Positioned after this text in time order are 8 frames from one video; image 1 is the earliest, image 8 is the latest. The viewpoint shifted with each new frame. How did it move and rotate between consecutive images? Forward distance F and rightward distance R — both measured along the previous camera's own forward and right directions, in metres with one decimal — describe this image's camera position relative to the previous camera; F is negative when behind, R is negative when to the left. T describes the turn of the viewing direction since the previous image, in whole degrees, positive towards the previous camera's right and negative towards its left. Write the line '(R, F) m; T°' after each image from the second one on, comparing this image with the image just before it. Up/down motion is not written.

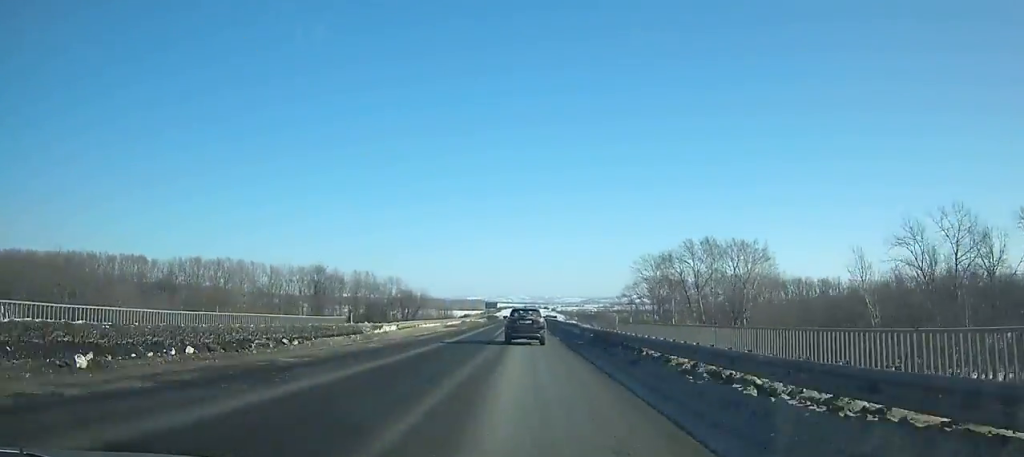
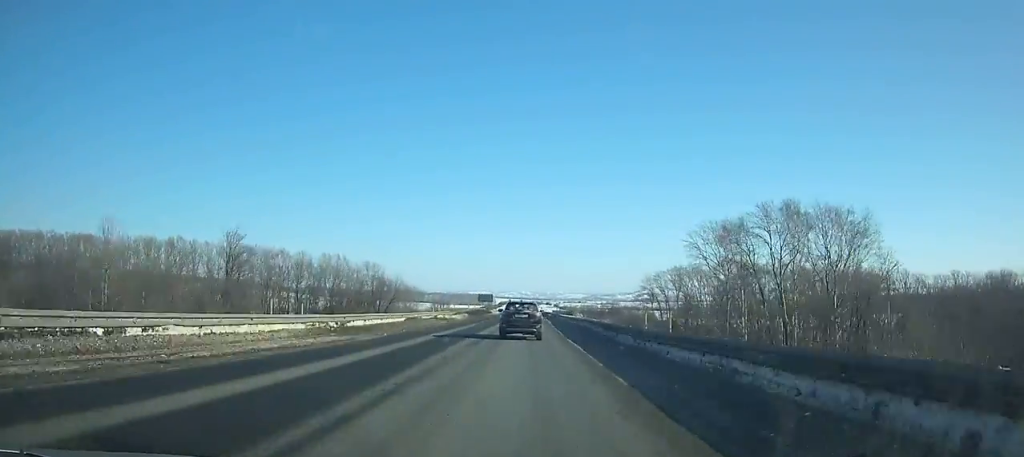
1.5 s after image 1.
(-0.1, +35.6) m; 0°
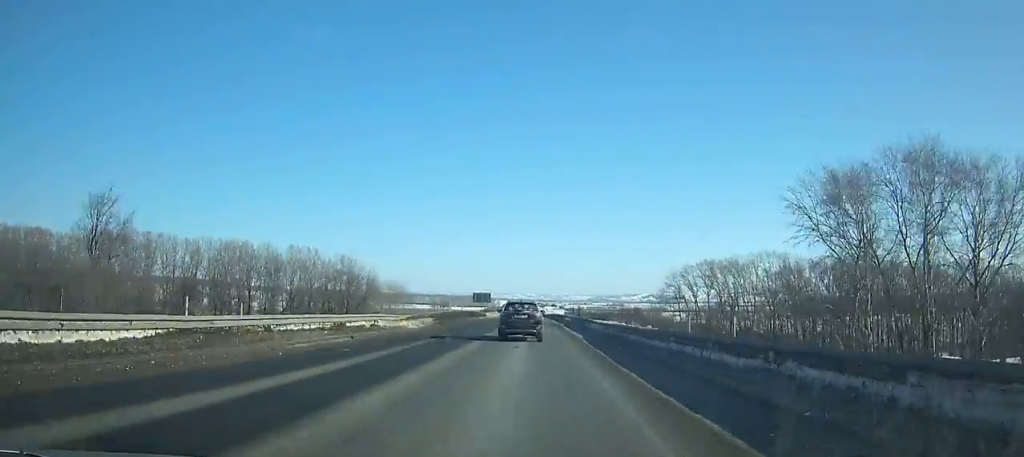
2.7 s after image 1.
(0.0, +28.2) m; 0°
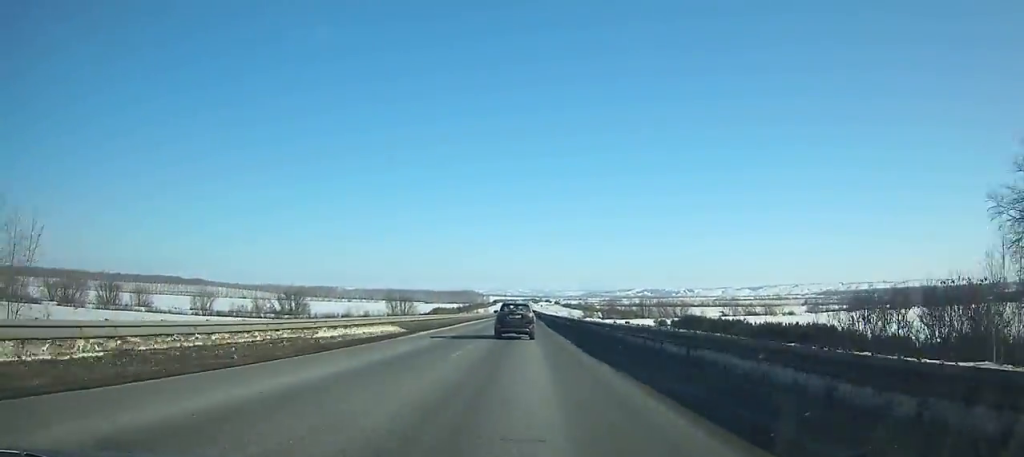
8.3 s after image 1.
(-0.1, +131.6) m; 0°
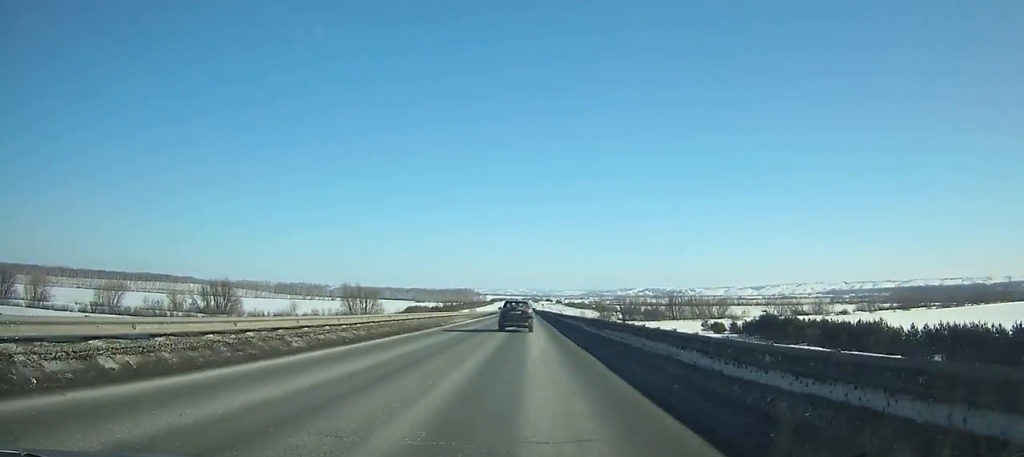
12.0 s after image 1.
(+0.2, +88.3) m; 0°
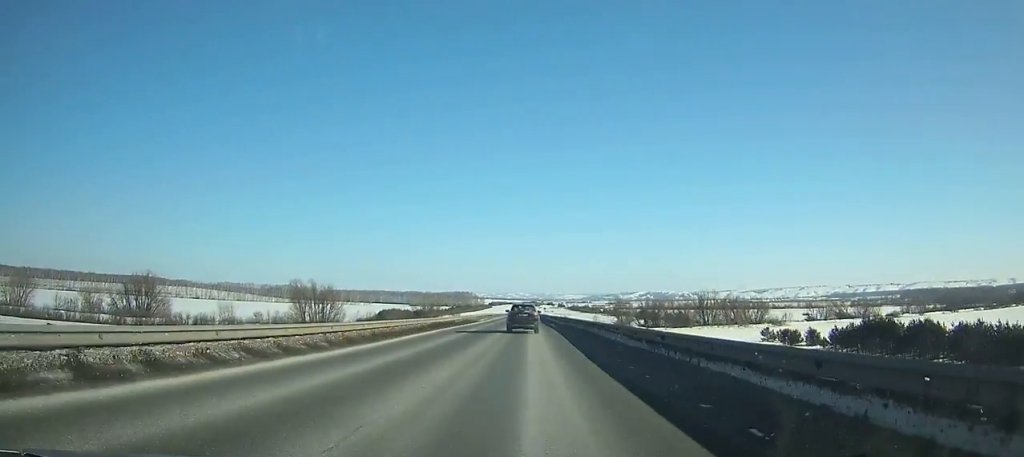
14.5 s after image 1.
(+0.1, +61.0) m; 0°
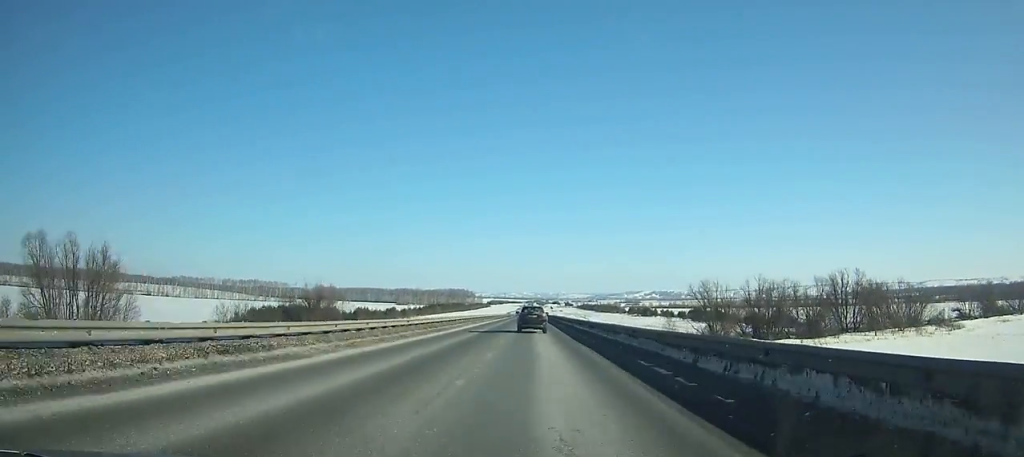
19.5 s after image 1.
(-0.4, +125.5) m; 0°
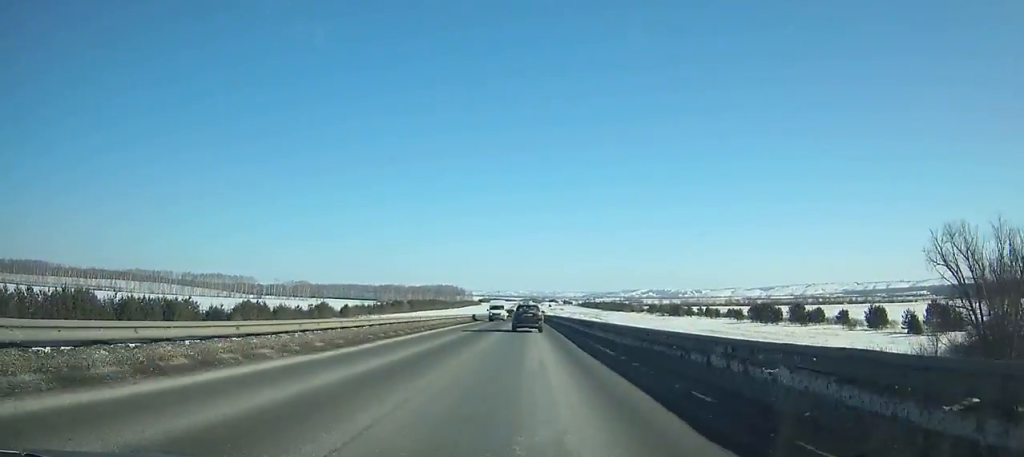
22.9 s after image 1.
(+0.4, +87.4) m; 0°
